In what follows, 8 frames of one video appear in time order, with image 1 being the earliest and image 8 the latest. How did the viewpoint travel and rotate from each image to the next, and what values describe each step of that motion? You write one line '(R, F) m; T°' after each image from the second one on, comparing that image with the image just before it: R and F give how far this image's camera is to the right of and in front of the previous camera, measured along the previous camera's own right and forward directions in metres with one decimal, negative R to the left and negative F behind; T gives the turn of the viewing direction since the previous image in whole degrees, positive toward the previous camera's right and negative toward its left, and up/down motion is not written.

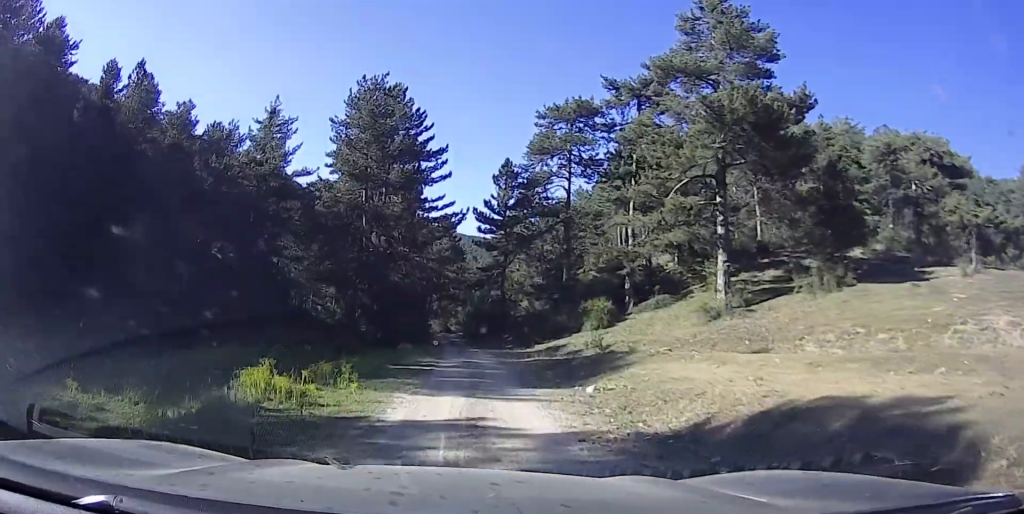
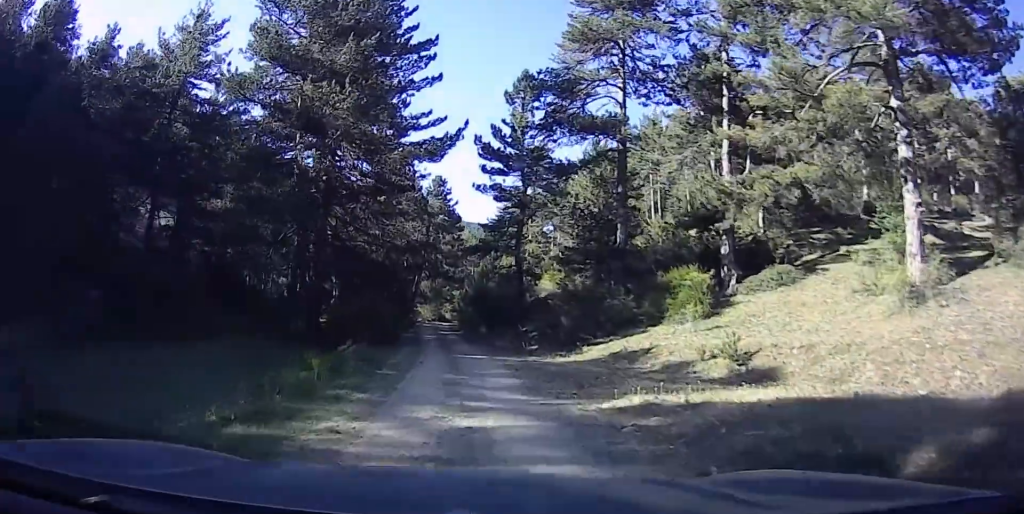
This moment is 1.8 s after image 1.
(-0.1, +16.7) m; -1°
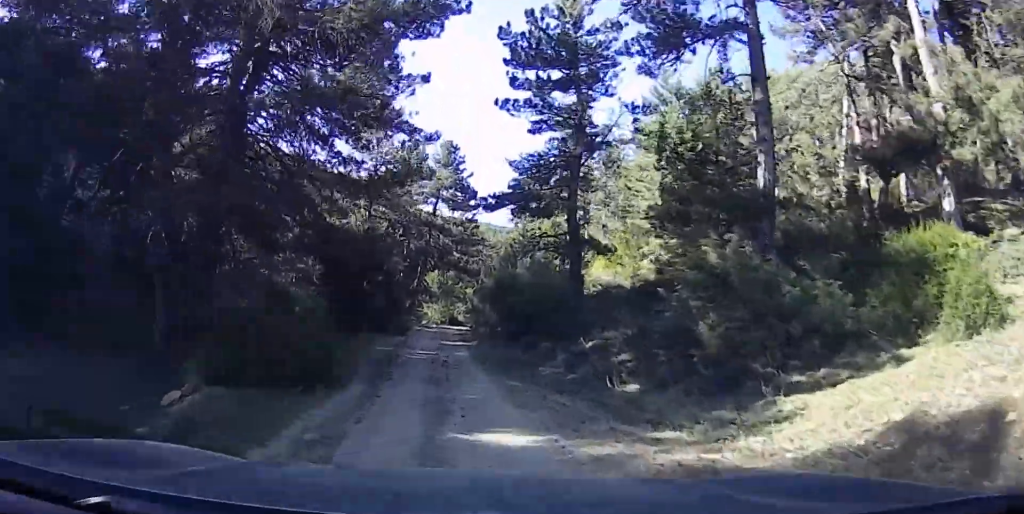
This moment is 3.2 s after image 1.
(-0.2, +13.7) m; -2°
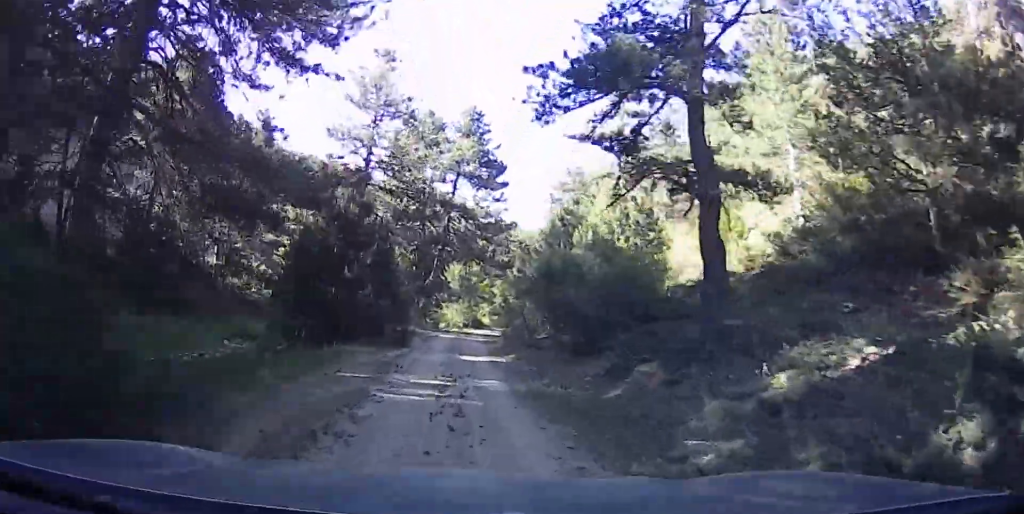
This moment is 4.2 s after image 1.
(0.0, +9.1) m; 0°
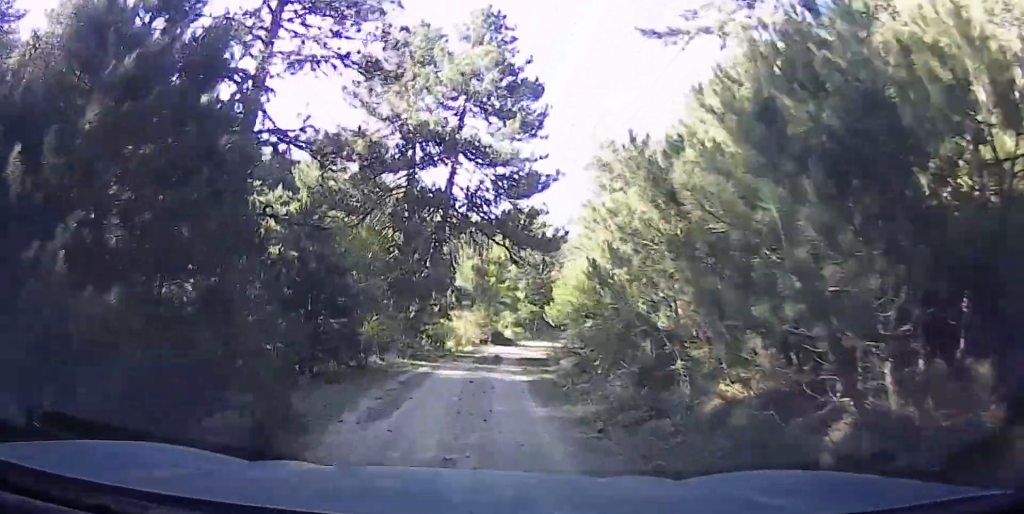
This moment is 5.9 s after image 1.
(0.0, +15.2) m; 0°
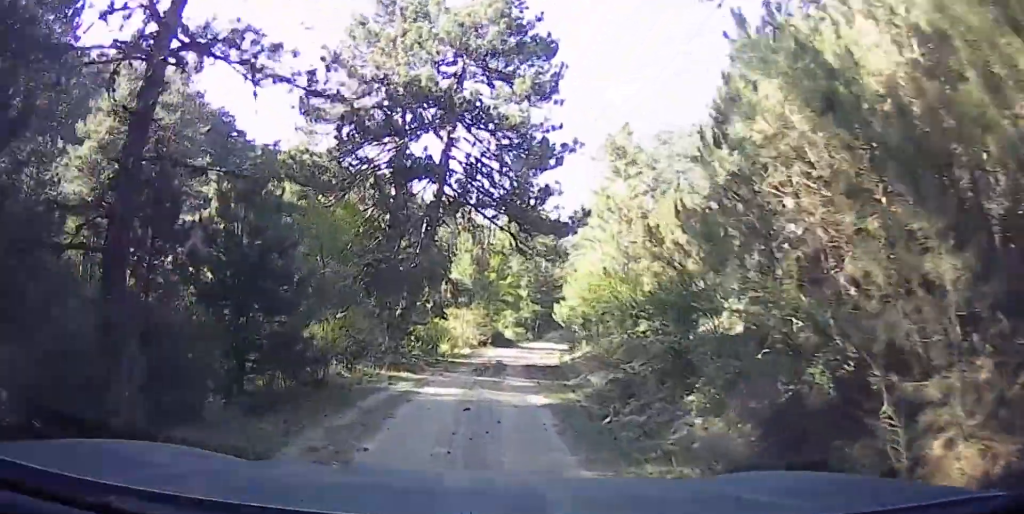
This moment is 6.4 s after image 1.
(0.0, +4.2) m; 0°
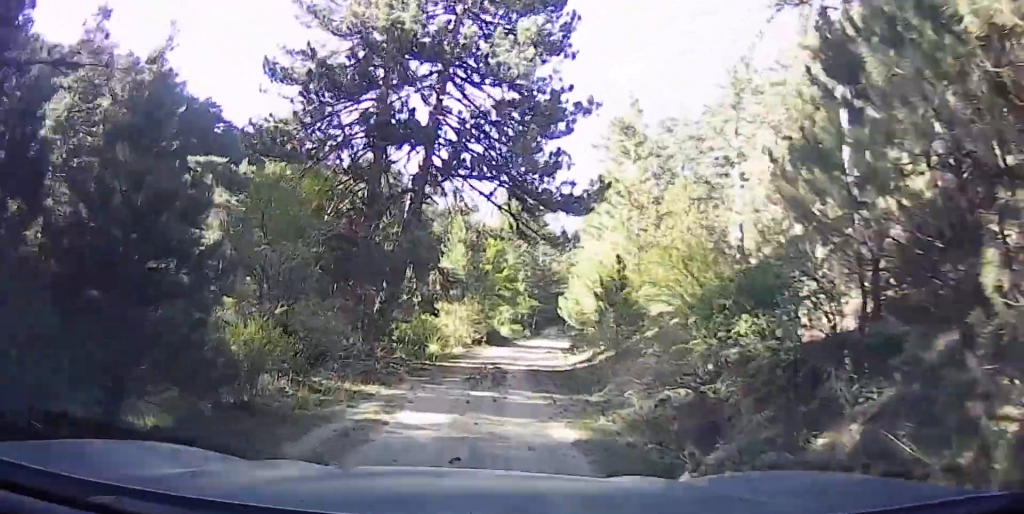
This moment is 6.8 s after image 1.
(0.0, +3.5) m; 0°
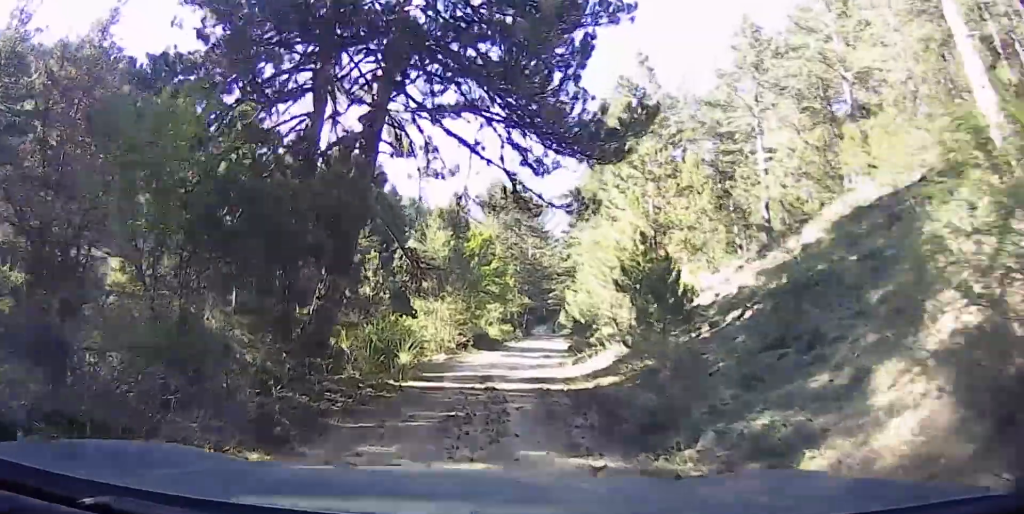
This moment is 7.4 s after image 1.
(0.0, +5.5) m; 0°
